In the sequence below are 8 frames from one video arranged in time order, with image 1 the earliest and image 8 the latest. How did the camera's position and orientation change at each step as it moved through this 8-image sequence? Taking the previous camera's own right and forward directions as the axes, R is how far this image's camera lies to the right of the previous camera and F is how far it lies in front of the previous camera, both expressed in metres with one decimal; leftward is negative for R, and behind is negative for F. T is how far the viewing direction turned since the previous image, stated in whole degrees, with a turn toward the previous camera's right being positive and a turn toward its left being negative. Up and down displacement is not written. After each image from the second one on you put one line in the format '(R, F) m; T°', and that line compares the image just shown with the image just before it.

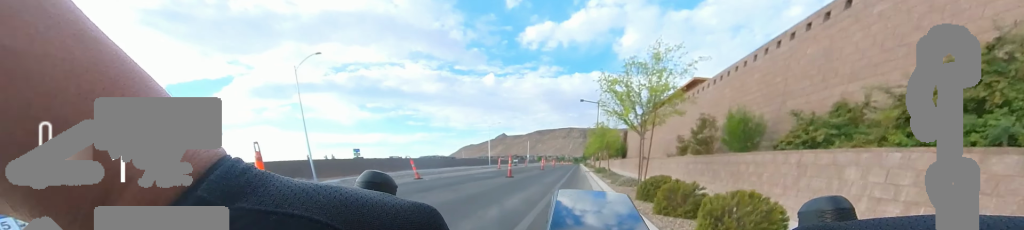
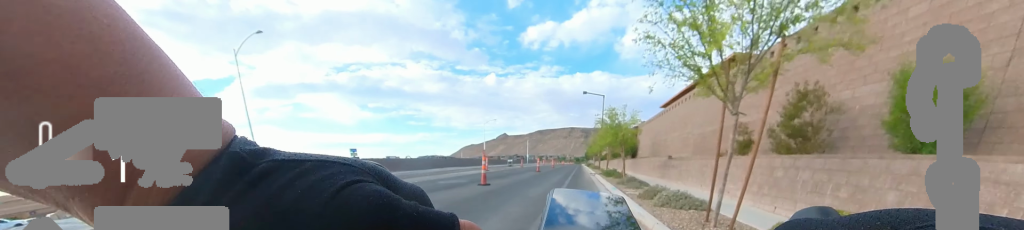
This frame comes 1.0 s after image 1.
(0.0, +4.9) m; 0°
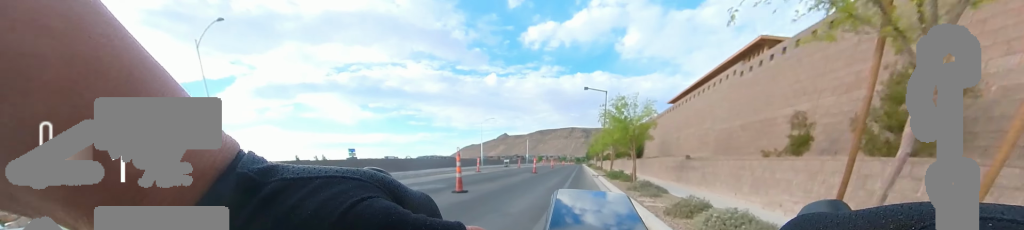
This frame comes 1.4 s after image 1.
(0.0, +2.6) m; 0°
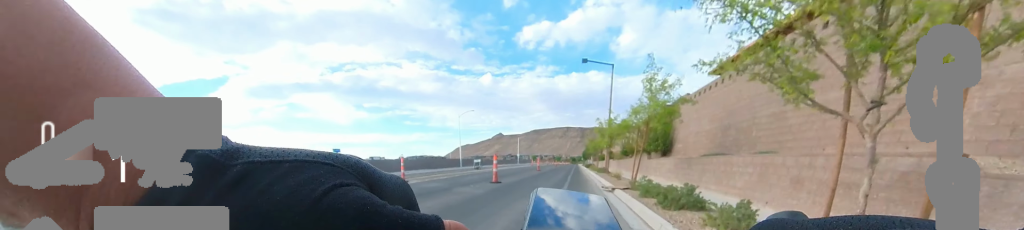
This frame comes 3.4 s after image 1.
(0.0, +11.2) m; 0°
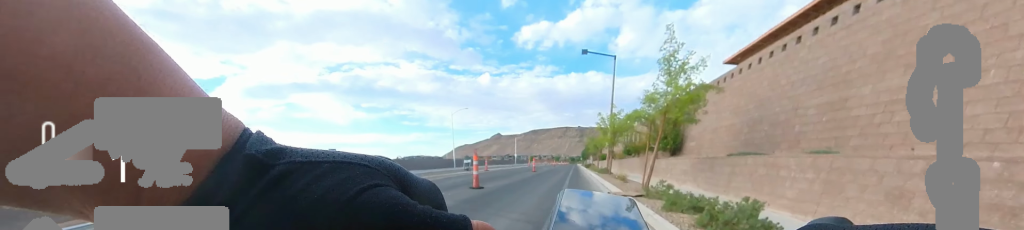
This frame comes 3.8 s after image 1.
(0.0, +2.6) m; 0°
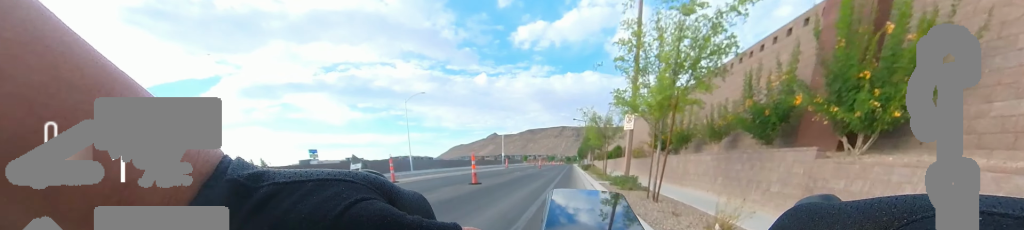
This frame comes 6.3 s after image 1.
(0.0, +14.0) m; 0°
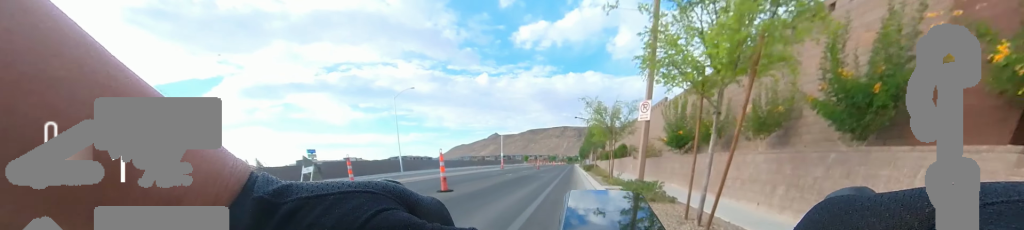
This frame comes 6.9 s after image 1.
(0.0, +2.8) m; 0°
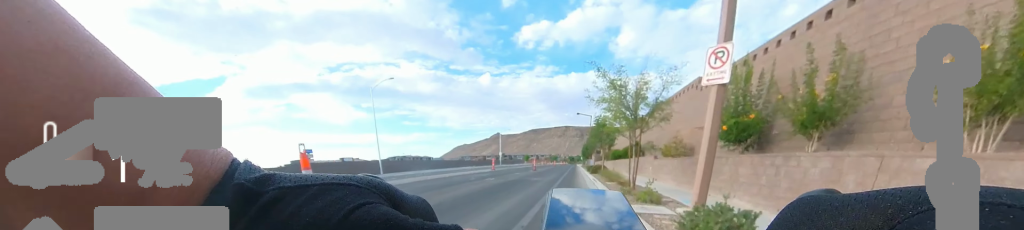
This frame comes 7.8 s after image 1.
(0.0, +4.7) m; 0°
